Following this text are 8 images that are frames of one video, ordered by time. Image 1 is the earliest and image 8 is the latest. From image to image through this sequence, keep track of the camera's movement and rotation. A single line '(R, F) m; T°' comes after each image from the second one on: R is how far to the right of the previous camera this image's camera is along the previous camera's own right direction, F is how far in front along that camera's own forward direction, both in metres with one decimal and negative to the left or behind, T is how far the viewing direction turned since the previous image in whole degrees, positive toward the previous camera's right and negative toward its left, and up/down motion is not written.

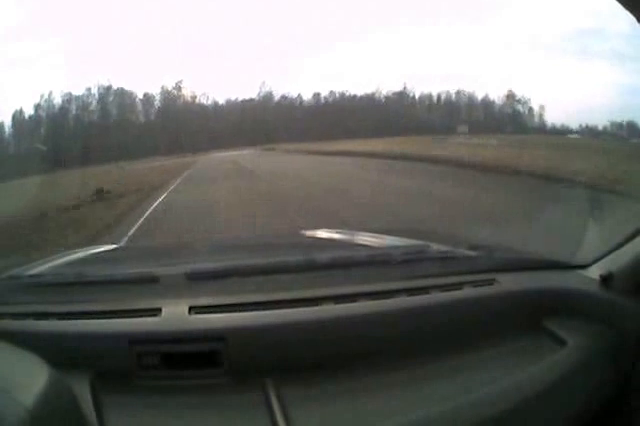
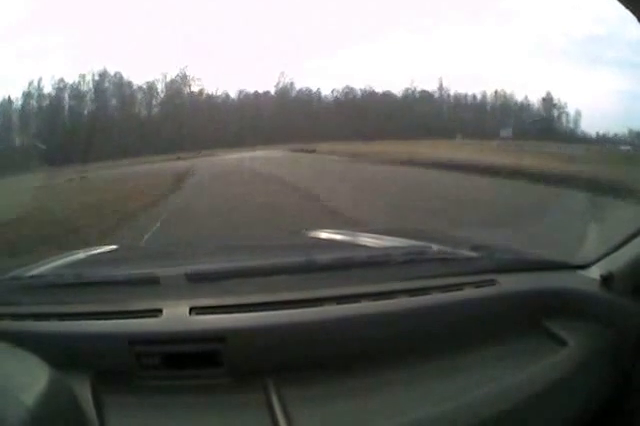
(0.0, +15.5) m; +2°
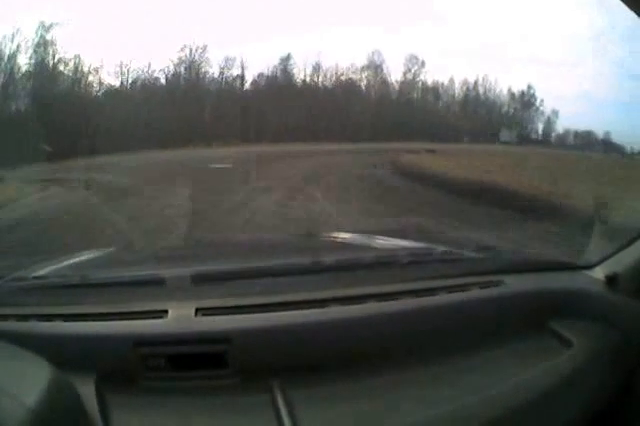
(+7.6, +36.3) m; +34°
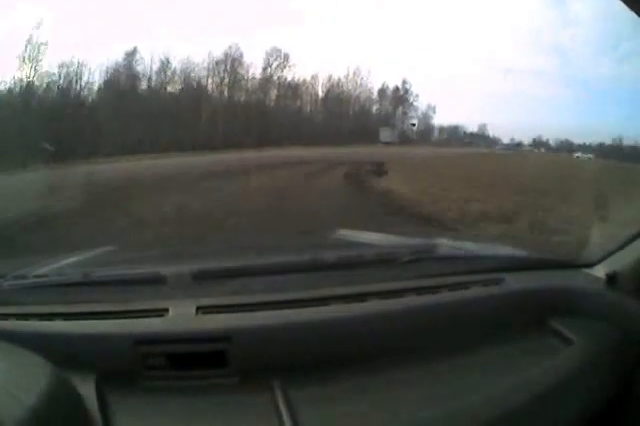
(+2.6, +13.4) m; +18°
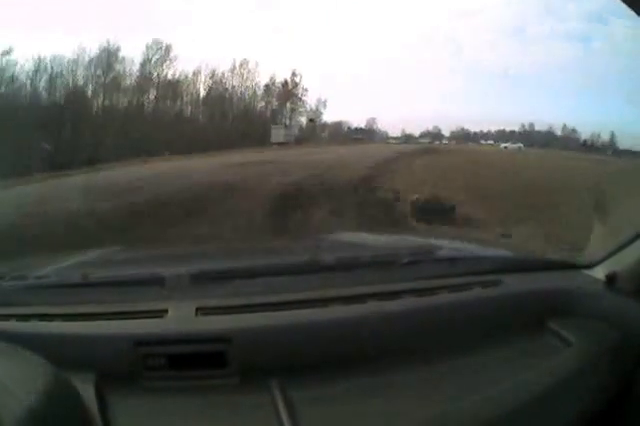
(+1.2, +11.0) m; +13°
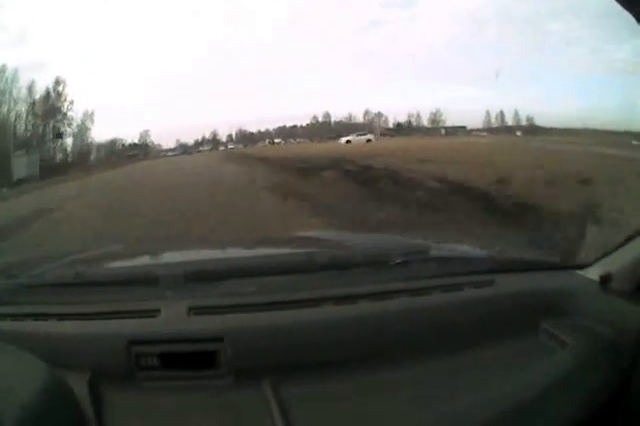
(+4.9, +26.6) m; +12°
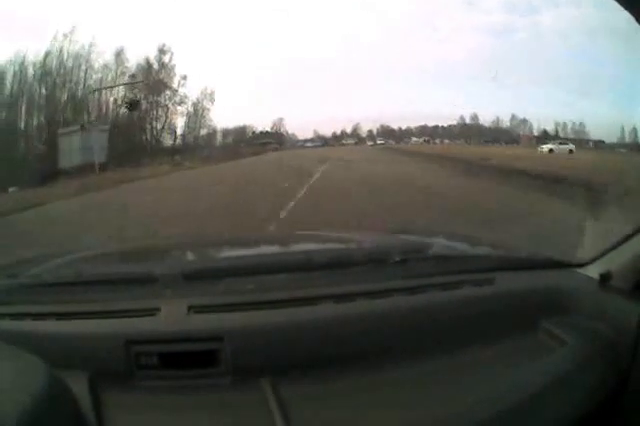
(+0.1, +13.5) m; +2°
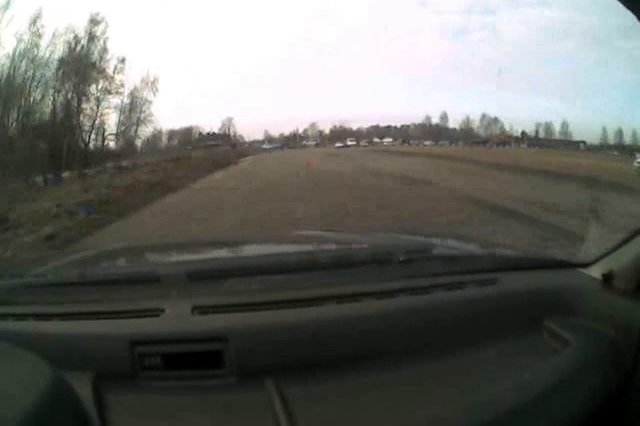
(+0.4, +16.8) m; +4°
